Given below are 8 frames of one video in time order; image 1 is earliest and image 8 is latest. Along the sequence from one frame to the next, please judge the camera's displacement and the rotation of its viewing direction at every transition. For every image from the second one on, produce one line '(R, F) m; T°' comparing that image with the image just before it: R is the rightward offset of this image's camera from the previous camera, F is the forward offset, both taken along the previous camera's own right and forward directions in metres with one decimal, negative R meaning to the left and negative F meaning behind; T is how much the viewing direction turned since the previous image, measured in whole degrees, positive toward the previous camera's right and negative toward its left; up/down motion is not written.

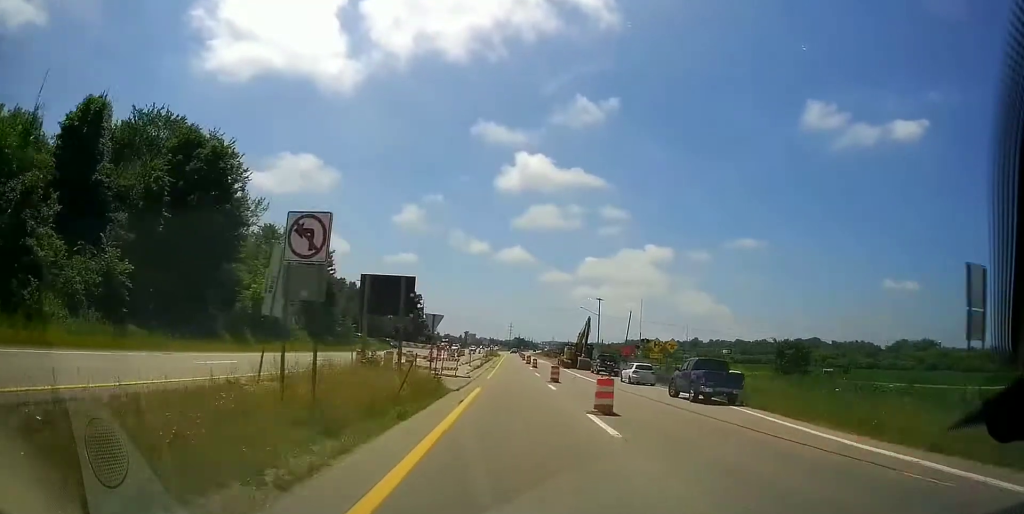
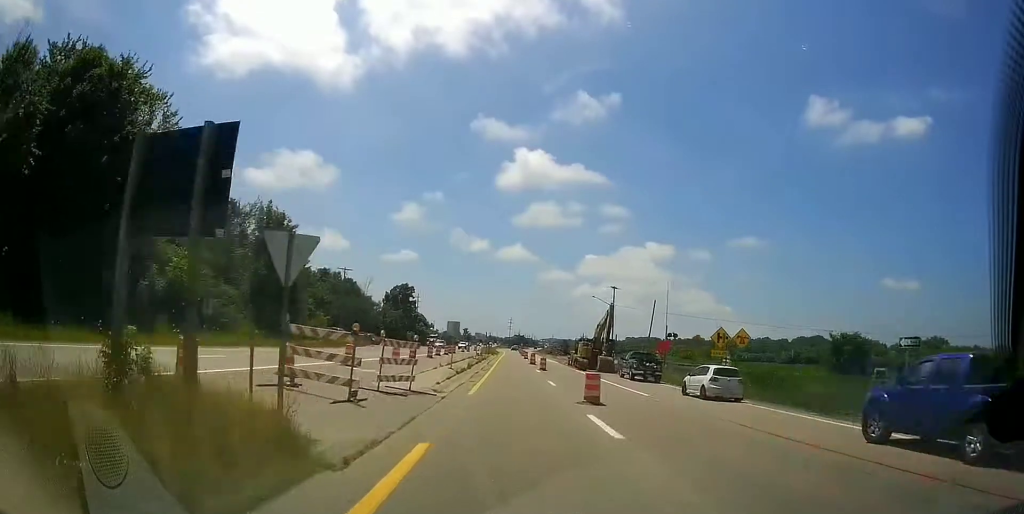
(-0.1, +15.3) m; -1°
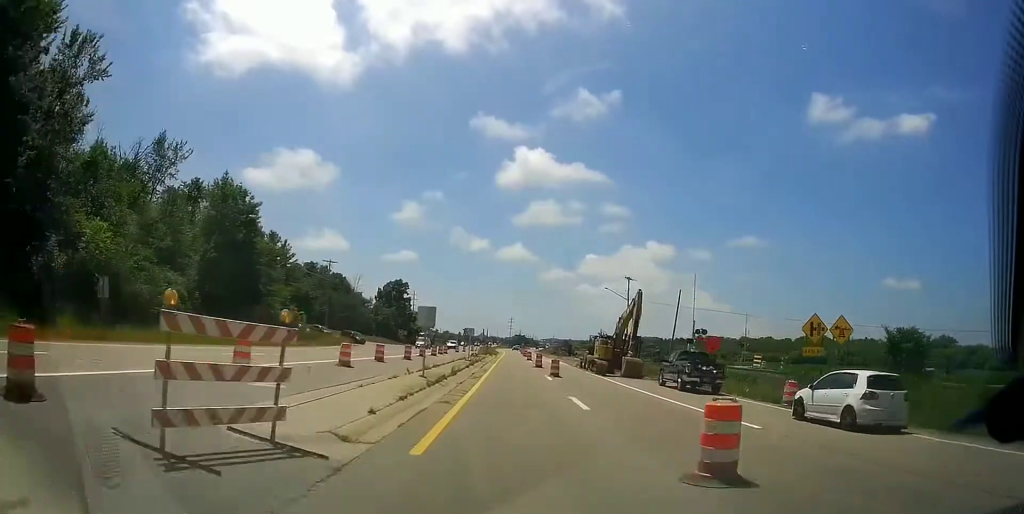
(-0.2, +10.7) m; 0°
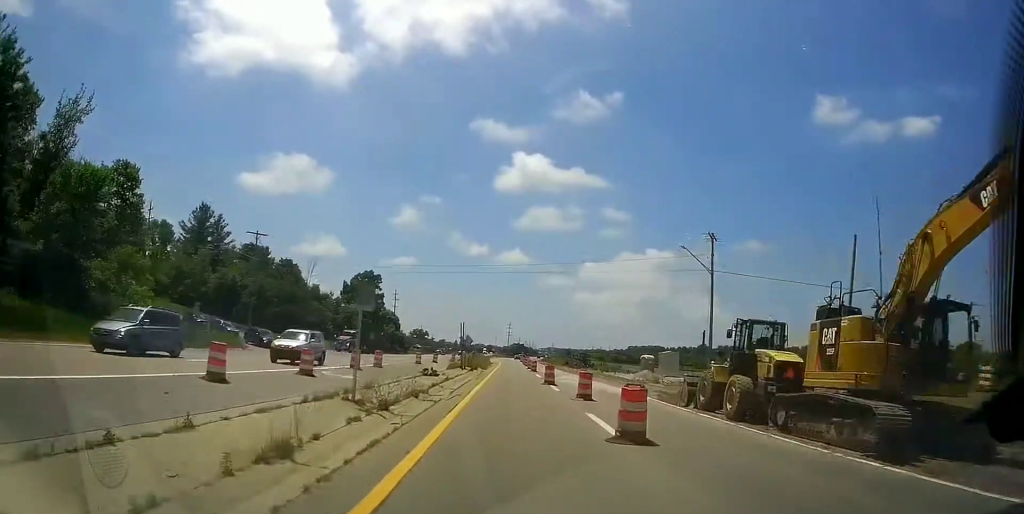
(+0.2, +35.5) m; +1°
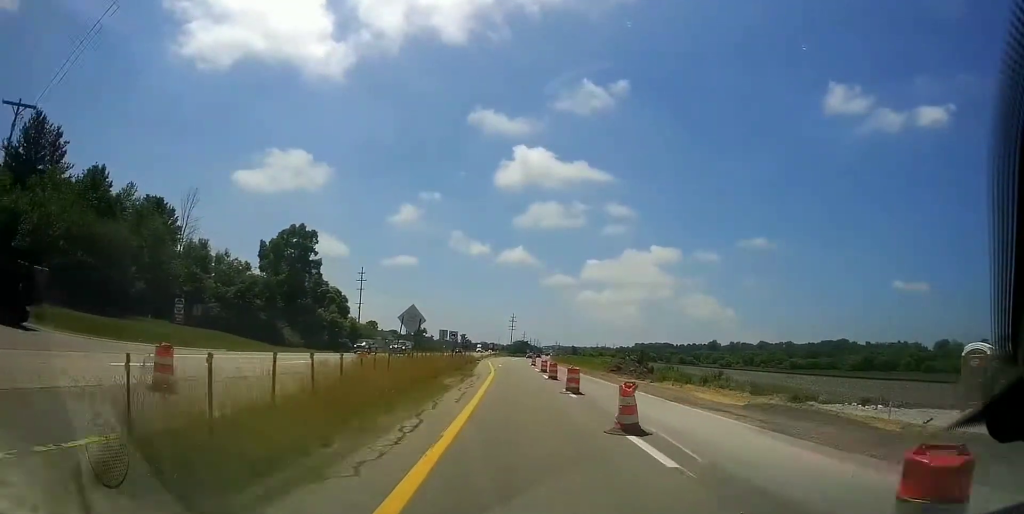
(-0.1, +50.1) m; -2°
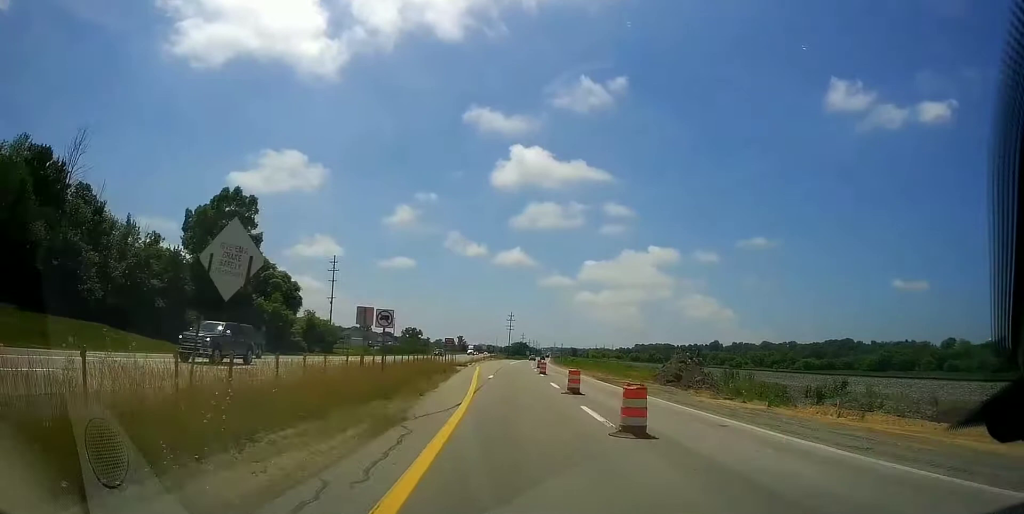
(-0.6, +22.6) m; 0°
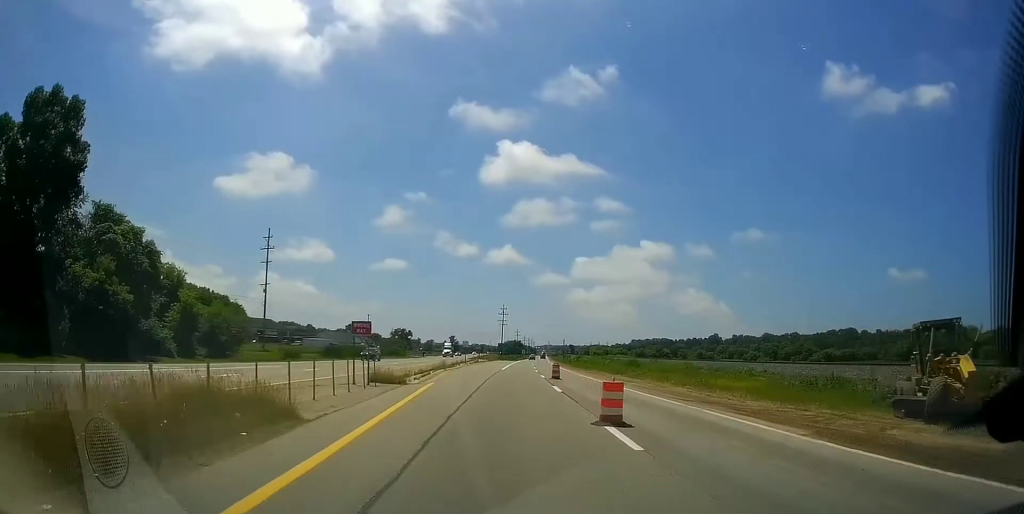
(+0.5, +32.9) m; +2°
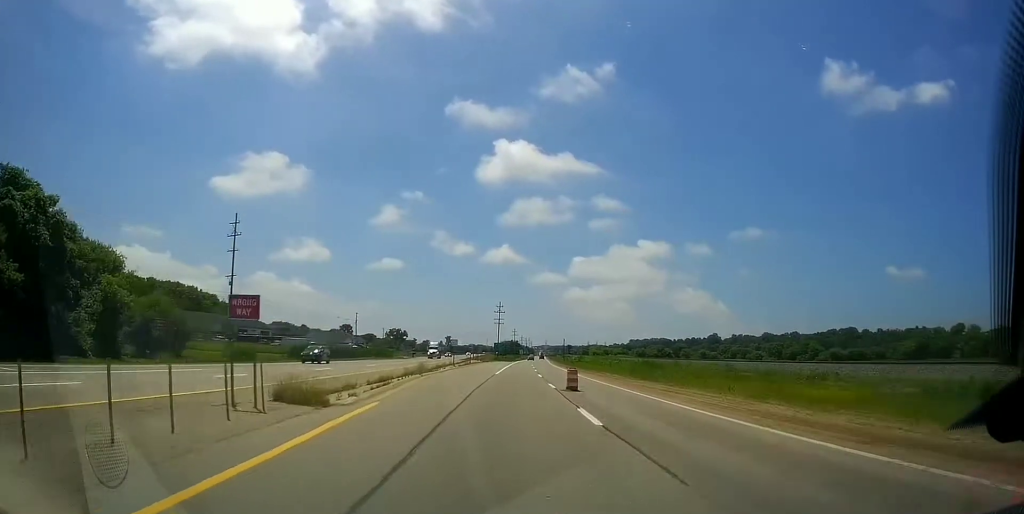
(-0.2, +11.8) m; +1°
